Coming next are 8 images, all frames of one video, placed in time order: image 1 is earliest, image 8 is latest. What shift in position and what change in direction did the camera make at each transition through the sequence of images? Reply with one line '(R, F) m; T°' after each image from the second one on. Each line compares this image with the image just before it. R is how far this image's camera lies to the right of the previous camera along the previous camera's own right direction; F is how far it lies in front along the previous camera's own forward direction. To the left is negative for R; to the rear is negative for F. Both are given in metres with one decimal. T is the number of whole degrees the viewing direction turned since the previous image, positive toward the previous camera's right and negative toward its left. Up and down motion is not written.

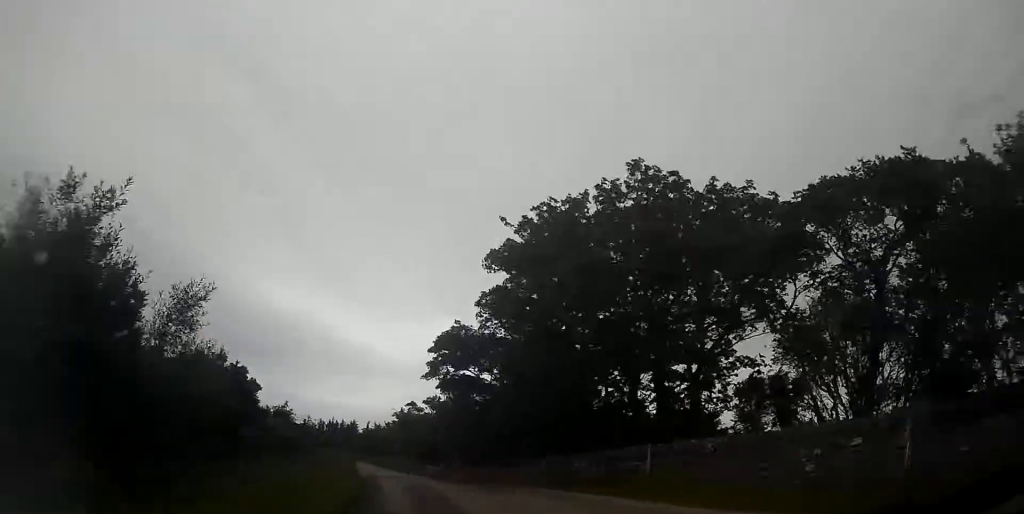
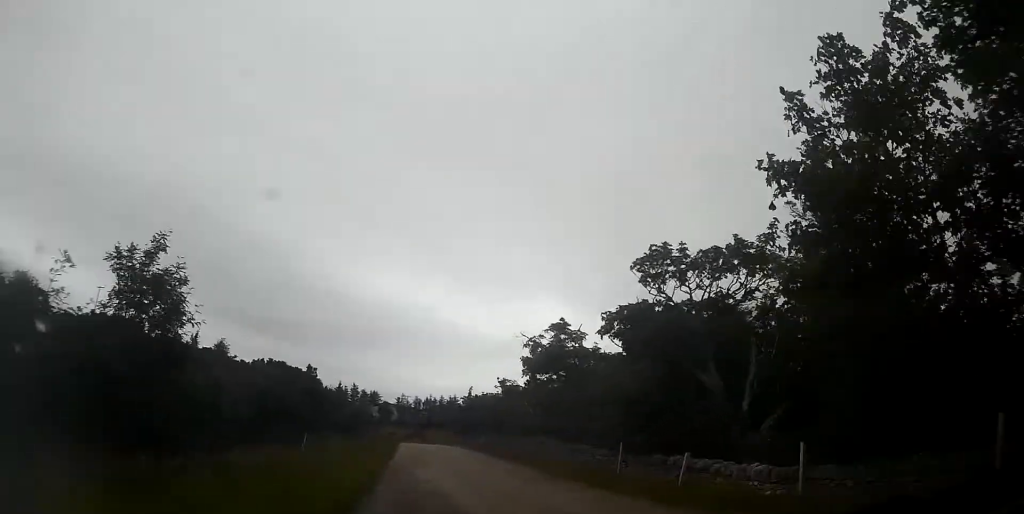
(-2.2, +30.9) m; -7°
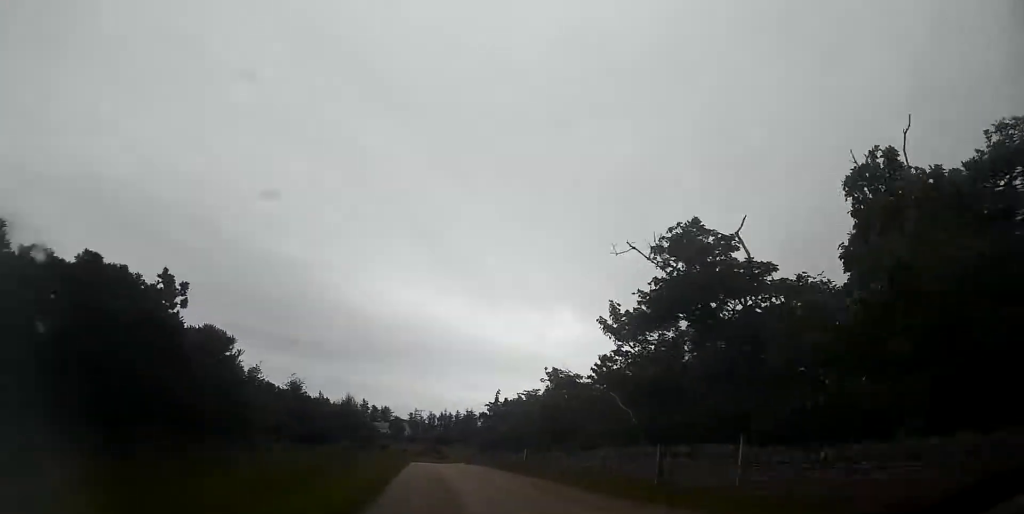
(-0.2, +13.9) m; -2°
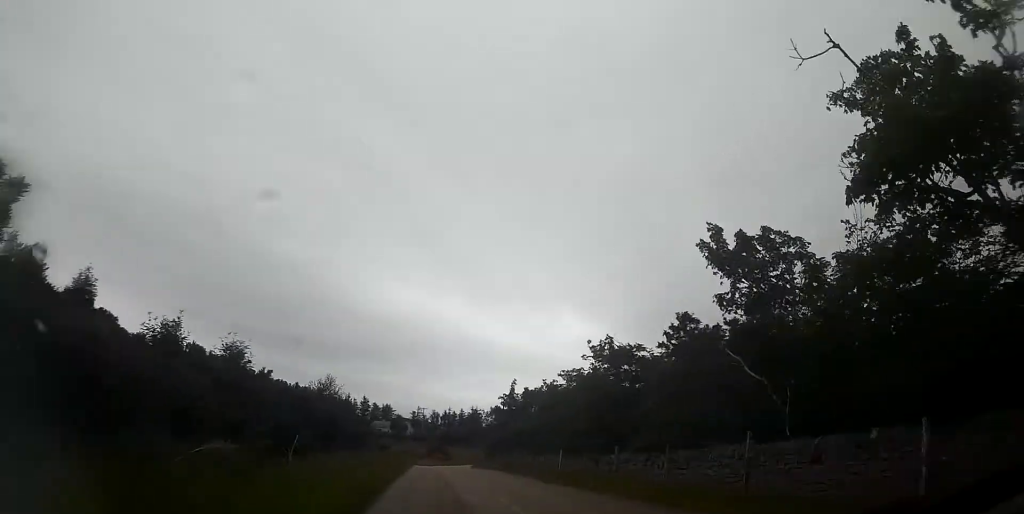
(-0.1, +8.4) m; -1°
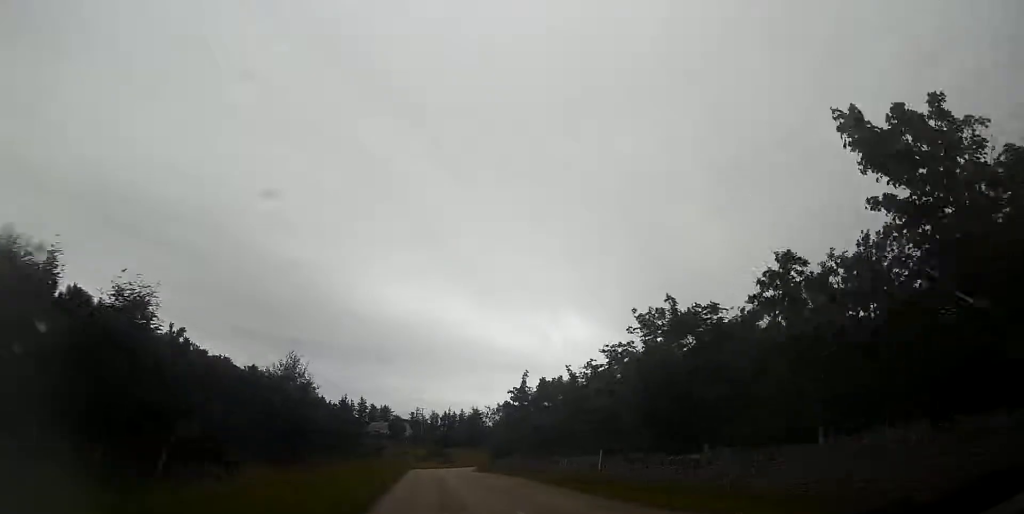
(0.0, +6.2) m; 0°
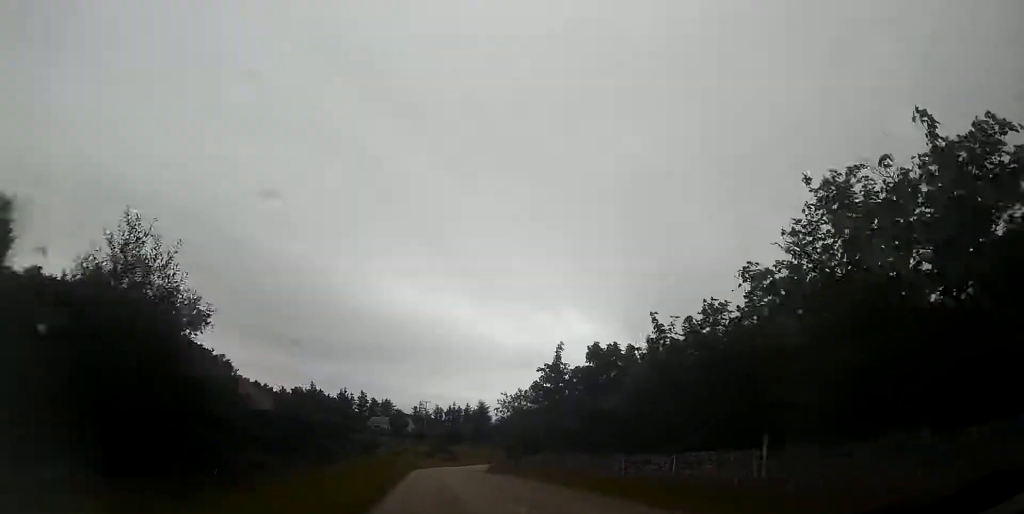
(0.0, +10.0) m; 0°
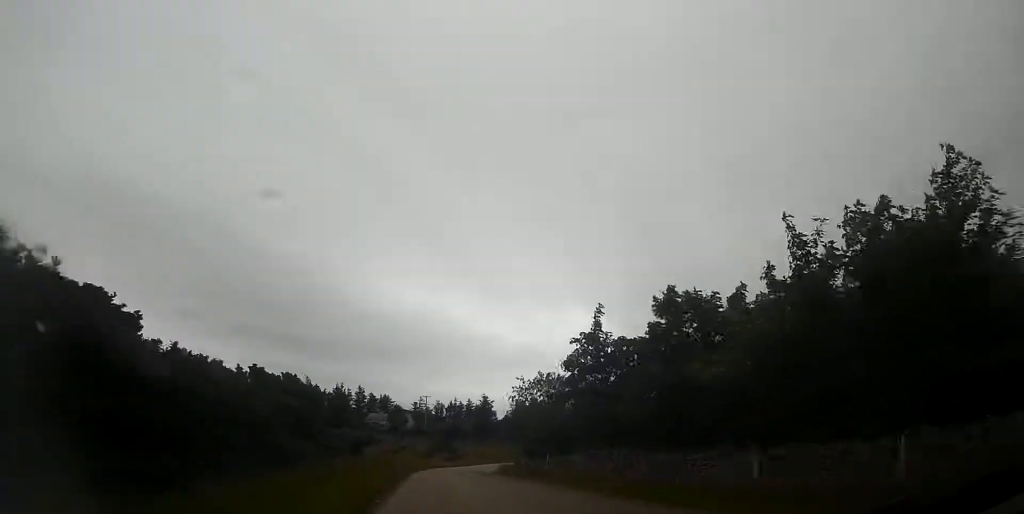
(0.0, +7.8) m; 0°
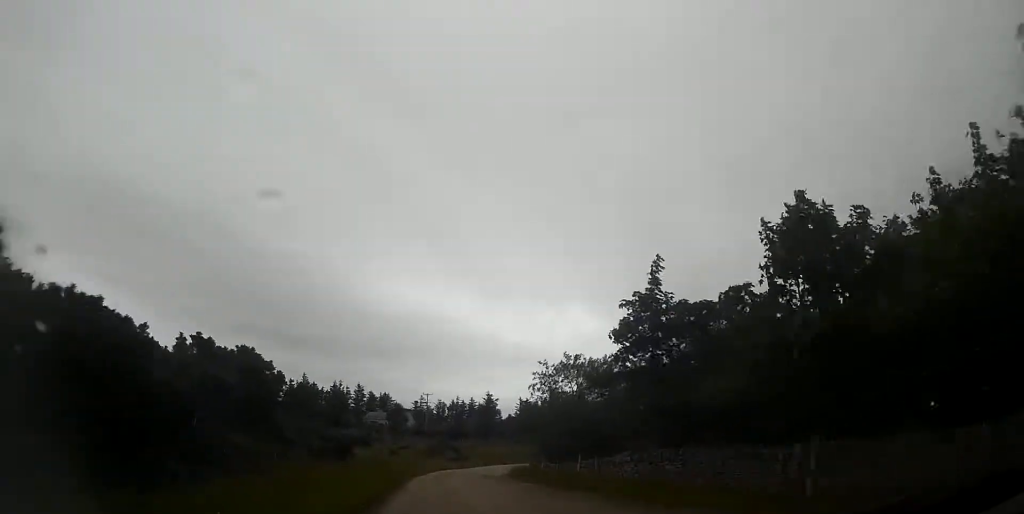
(0.0, +6.4) m; 0°
